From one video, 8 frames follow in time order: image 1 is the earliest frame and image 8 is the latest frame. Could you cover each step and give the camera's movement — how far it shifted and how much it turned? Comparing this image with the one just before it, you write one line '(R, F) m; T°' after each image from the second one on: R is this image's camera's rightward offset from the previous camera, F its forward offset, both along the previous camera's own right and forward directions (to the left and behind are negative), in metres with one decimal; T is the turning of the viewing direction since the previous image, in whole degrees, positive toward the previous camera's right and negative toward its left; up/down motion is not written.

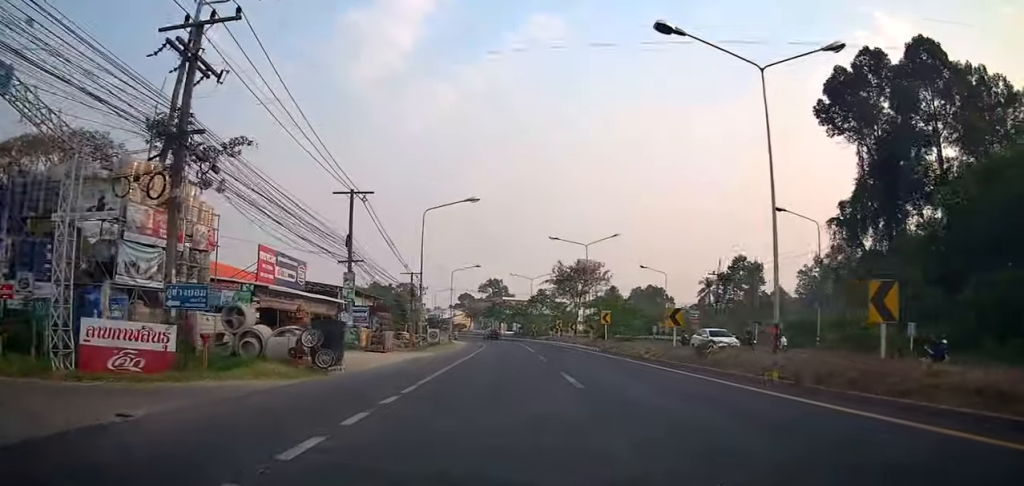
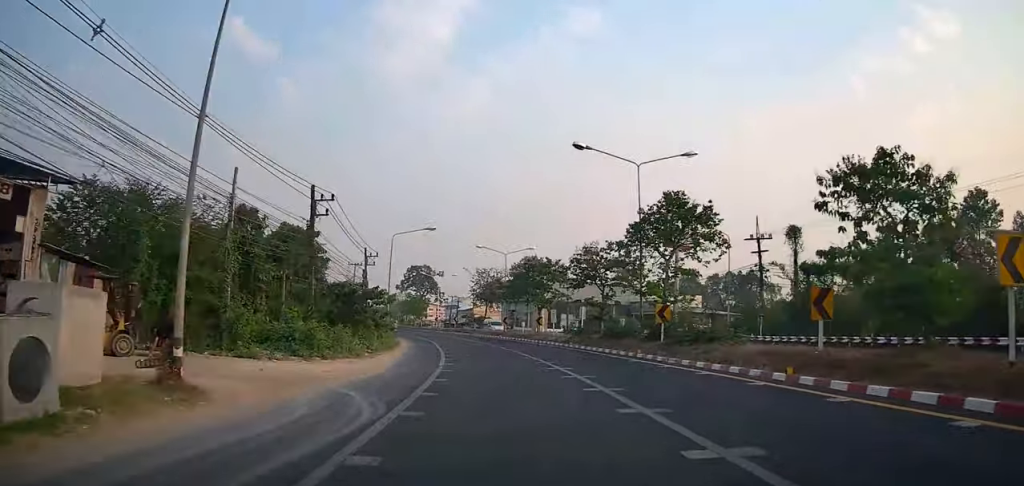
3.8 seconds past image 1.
(0.0, +58.9) m; -3°
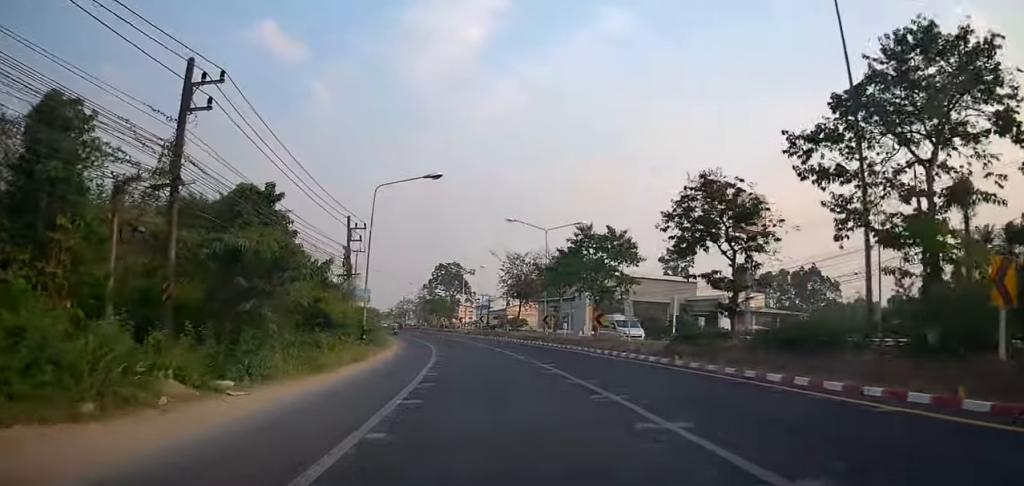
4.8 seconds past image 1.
(-0.9, +16.3) m; -6°
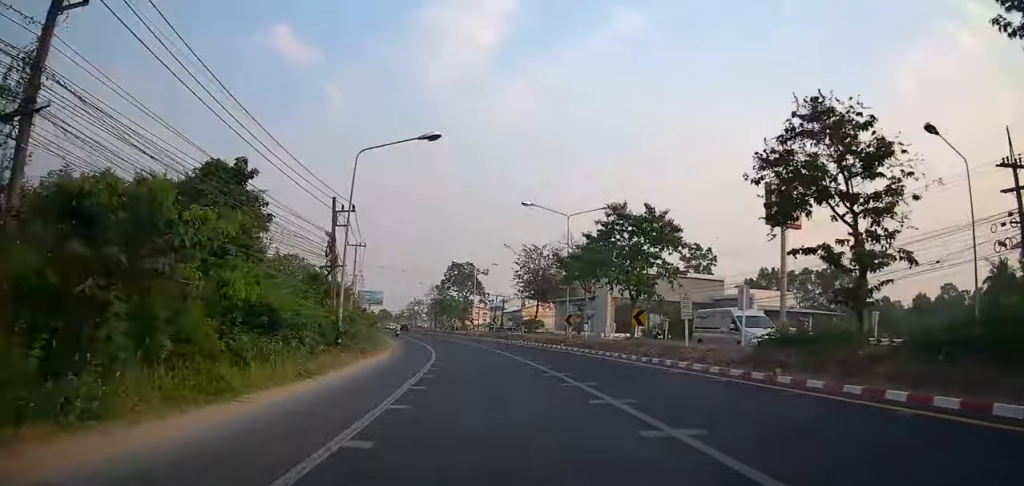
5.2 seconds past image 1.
(-0.3, +6.5) m; -1°
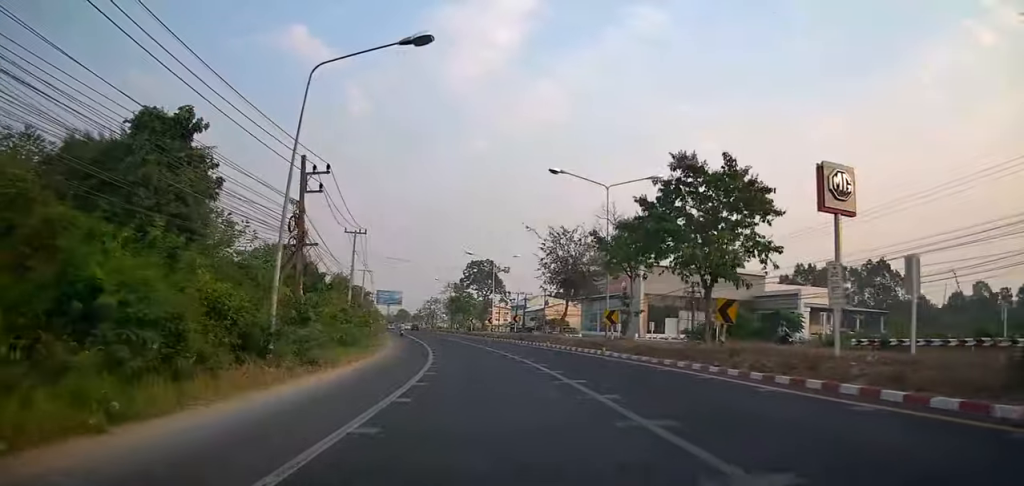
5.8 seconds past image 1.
(-0.2, +8.3) m; -2°
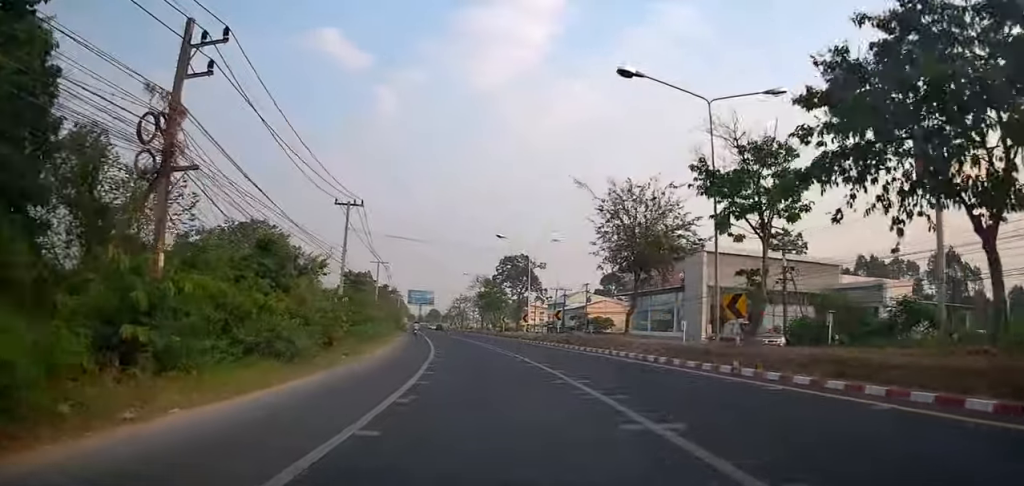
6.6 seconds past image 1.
(-0.1, +12.3) m; 0°
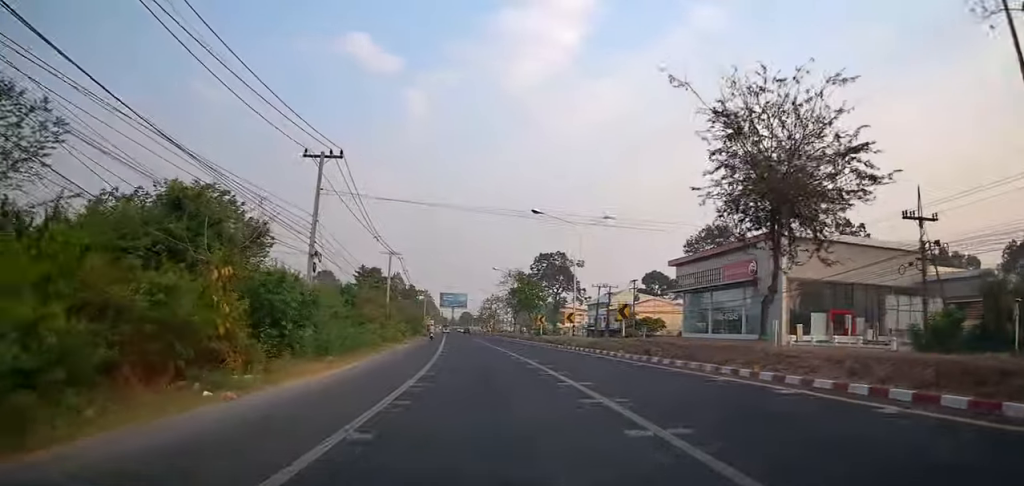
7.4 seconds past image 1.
(0.0, +12.2) m; -3°
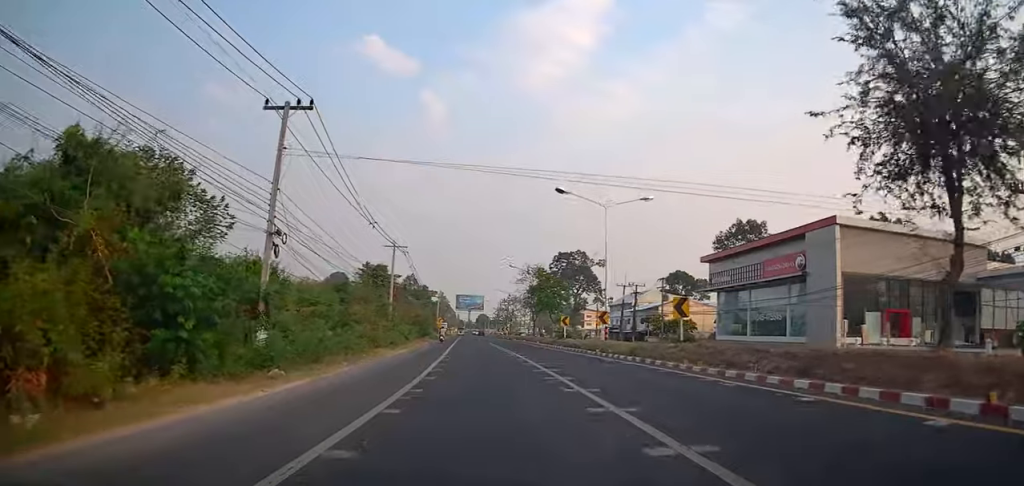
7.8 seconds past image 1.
(+0.4, +6.9) m; -3°
